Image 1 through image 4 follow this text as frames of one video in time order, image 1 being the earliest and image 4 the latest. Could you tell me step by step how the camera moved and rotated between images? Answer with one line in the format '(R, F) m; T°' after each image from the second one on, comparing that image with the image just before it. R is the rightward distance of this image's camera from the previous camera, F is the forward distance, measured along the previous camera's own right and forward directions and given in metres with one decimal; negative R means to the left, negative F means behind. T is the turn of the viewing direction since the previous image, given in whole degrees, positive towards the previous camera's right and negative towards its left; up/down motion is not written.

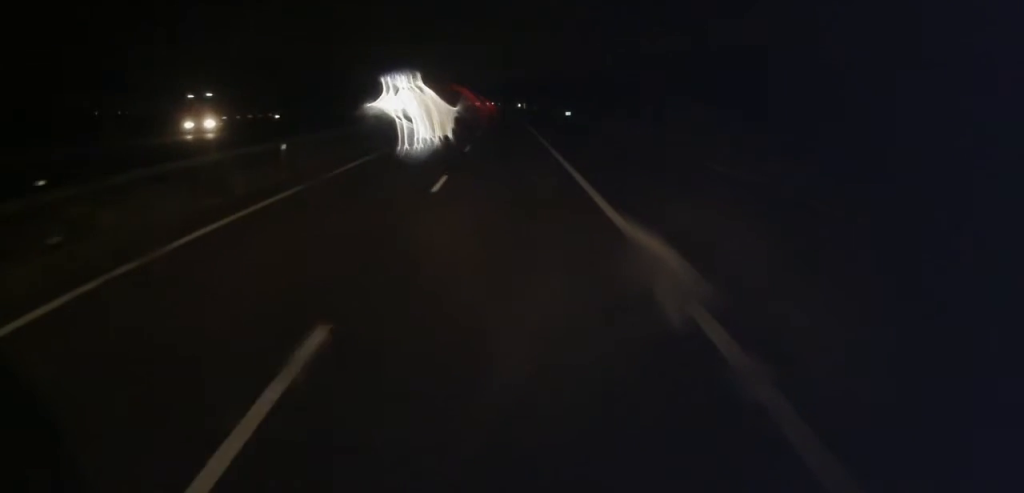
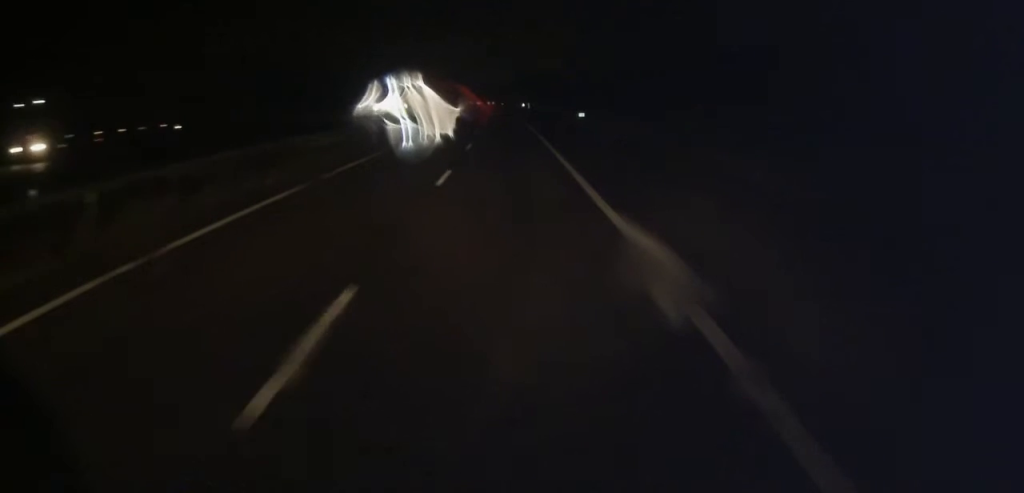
(-0.2, +10.8) m; 0°
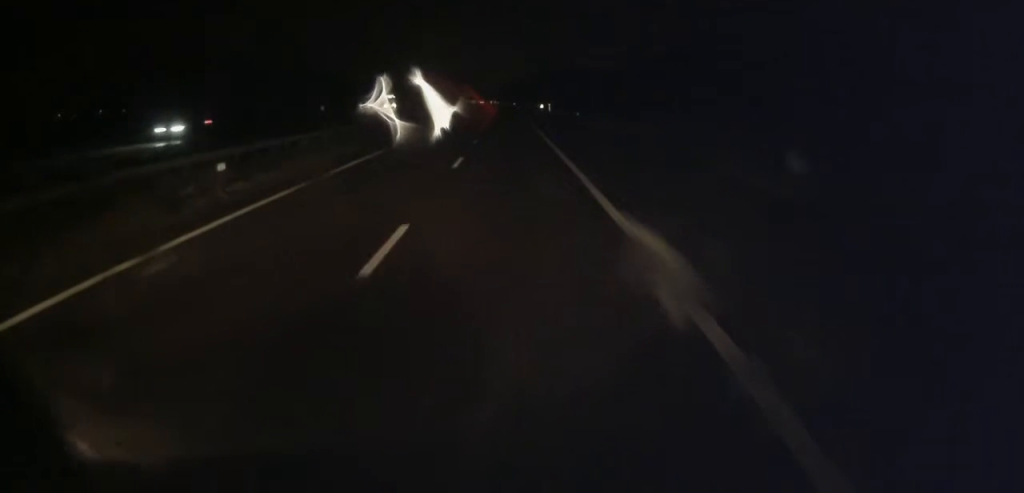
(-0.4, +44.6) m; -1°
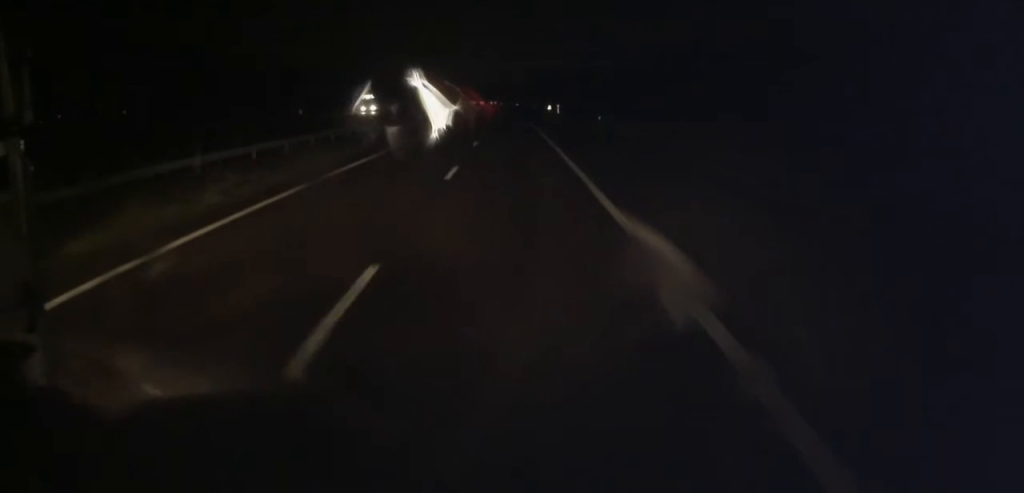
(-0.1, +14.7) m; 0°
